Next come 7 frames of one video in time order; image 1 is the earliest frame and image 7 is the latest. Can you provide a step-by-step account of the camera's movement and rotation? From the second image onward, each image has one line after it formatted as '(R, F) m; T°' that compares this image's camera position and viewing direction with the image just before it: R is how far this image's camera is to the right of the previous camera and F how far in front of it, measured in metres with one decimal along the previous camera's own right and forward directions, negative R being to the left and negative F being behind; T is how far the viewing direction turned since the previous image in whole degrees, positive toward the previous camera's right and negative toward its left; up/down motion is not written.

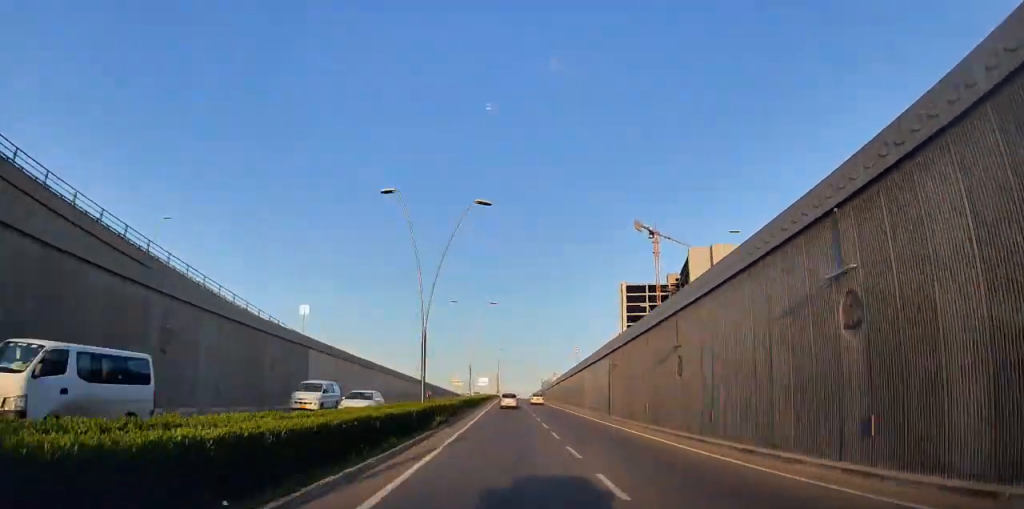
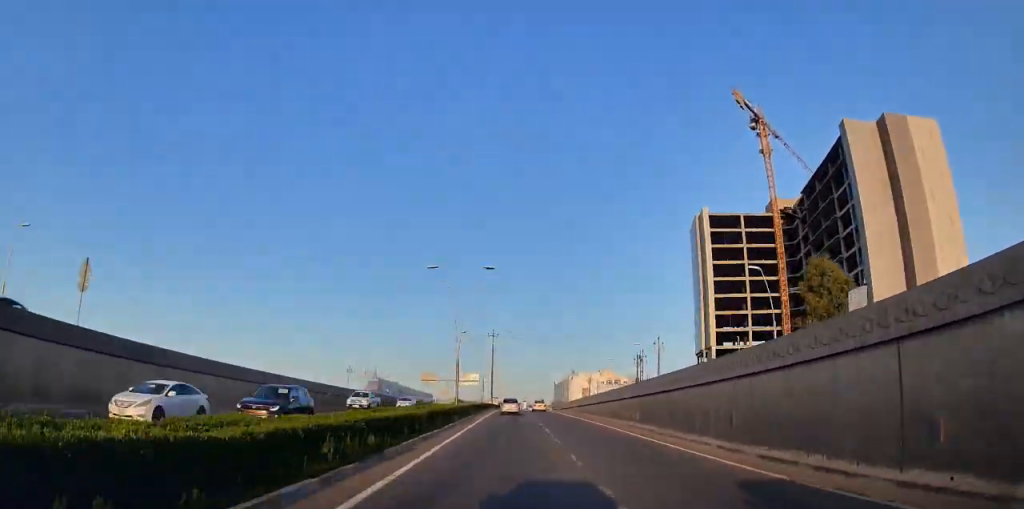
(+0.9, +91.6) m; +1°
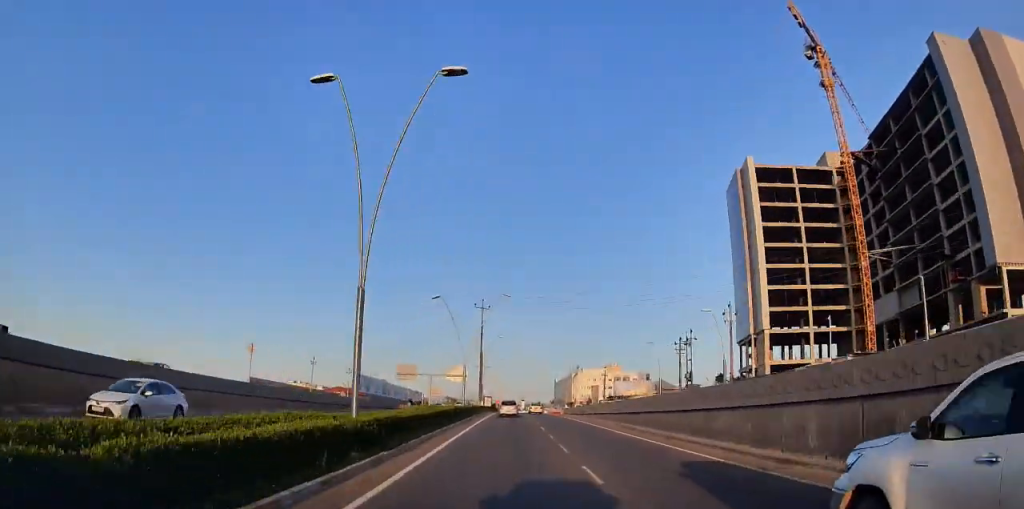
(+0.3, +28.2) m; 0°
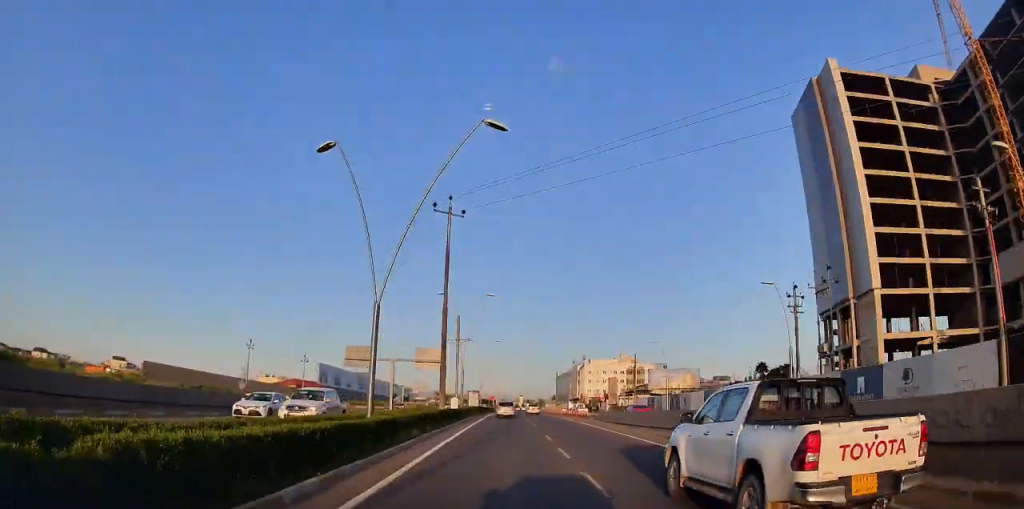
(-0.1, +32.9) m; 0°
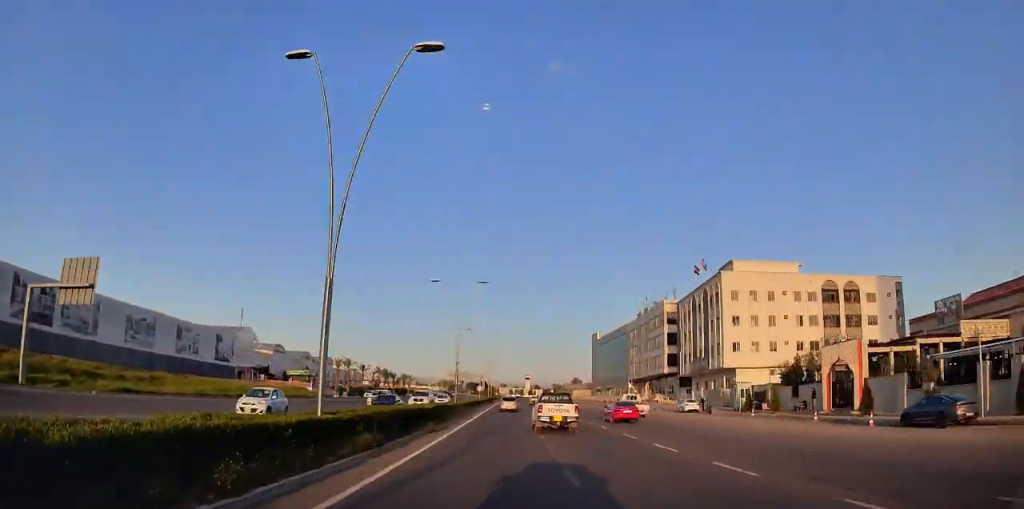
(-1.0, +143.4) m; 0°
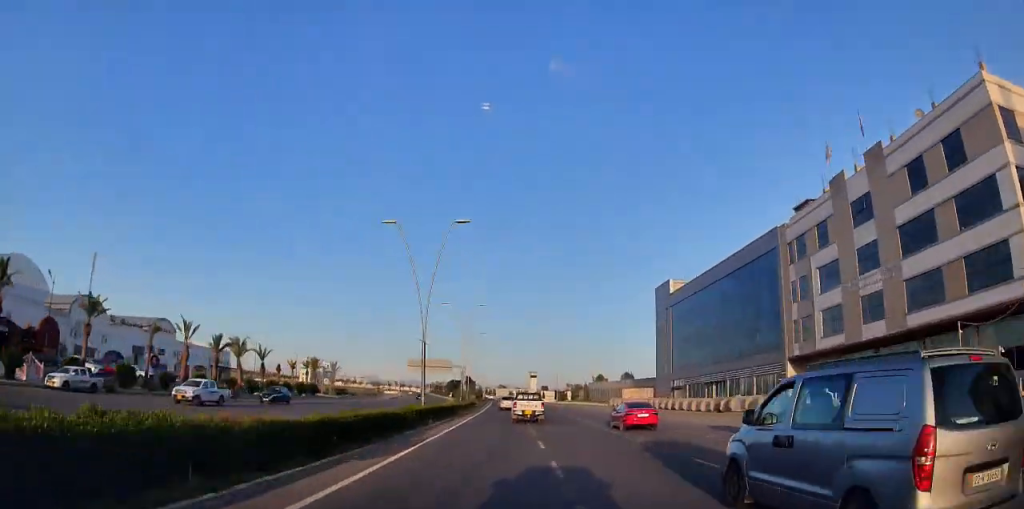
(+0.2, +87.0) m; 0°
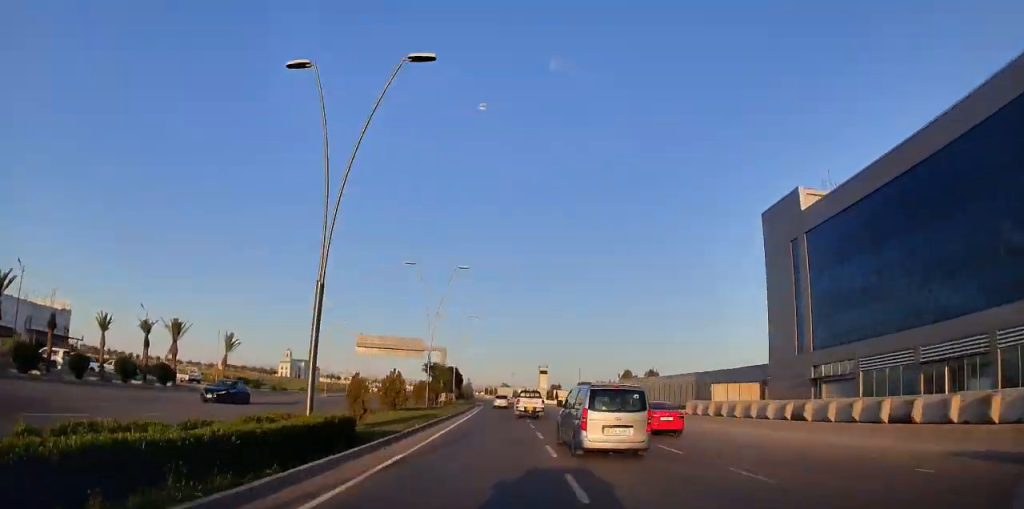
(-0.2, +48.1) m; -1°
